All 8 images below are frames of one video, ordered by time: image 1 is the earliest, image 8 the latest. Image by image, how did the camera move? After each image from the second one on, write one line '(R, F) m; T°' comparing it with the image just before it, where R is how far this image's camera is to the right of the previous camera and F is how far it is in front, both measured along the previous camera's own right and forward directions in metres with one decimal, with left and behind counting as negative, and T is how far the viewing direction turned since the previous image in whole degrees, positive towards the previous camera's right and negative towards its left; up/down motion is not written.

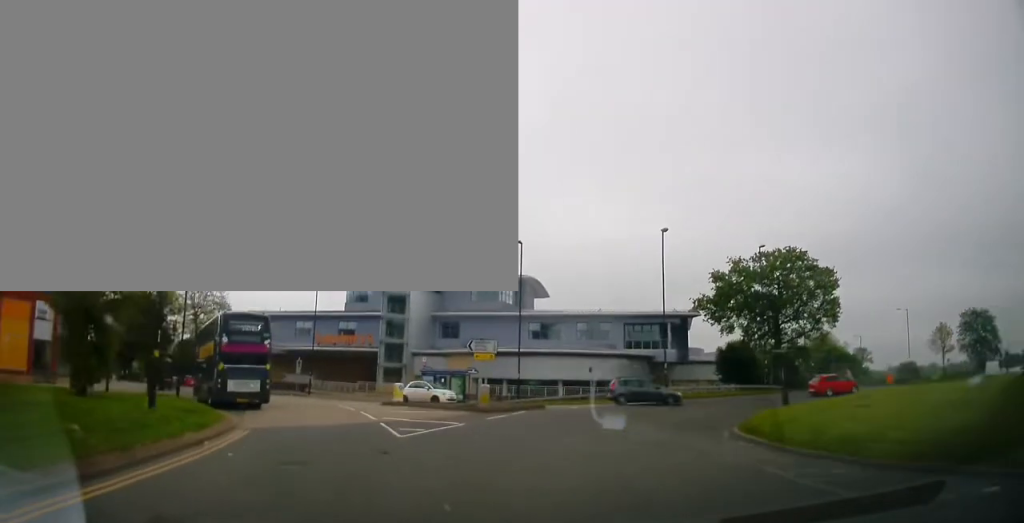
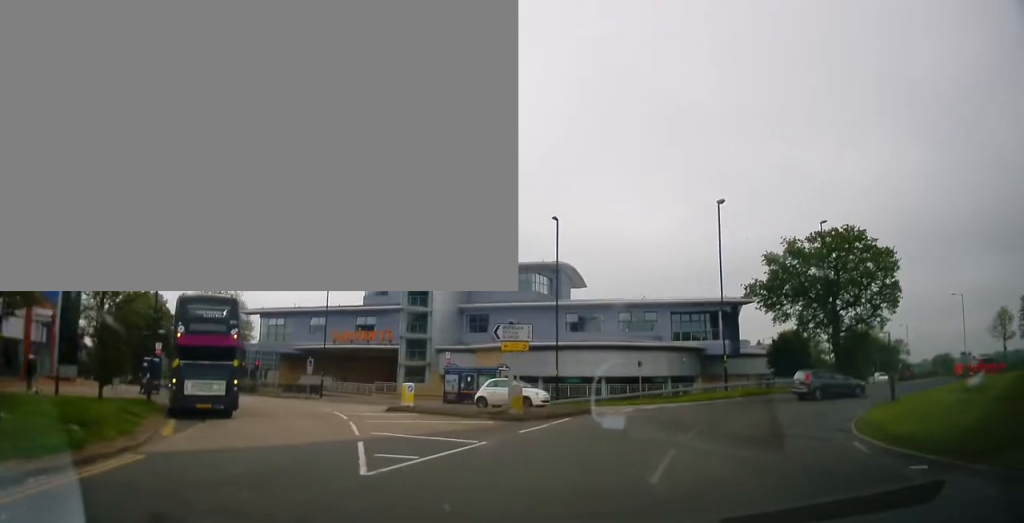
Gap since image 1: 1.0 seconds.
(0.0, +6.3) m; -2°
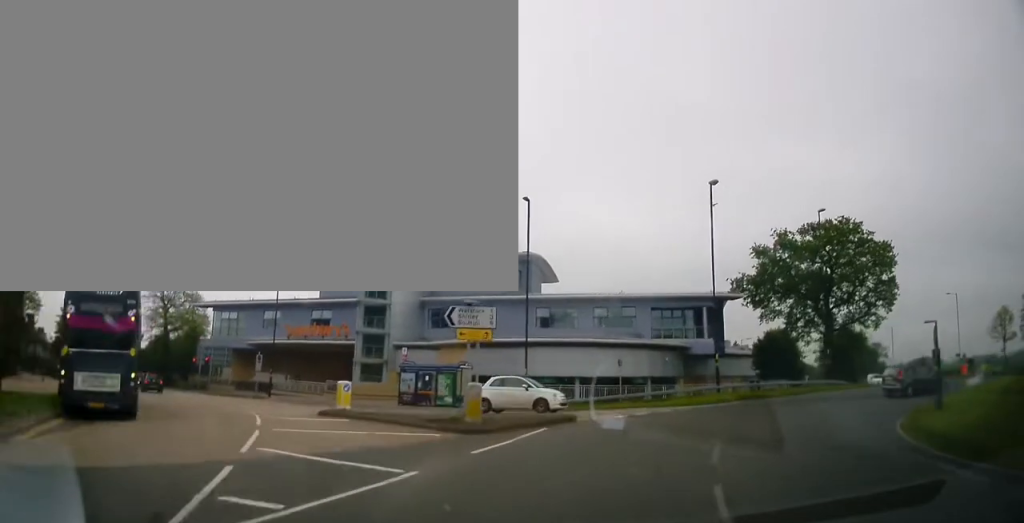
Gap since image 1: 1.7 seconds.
(-0.2, +4.4) m; 0°
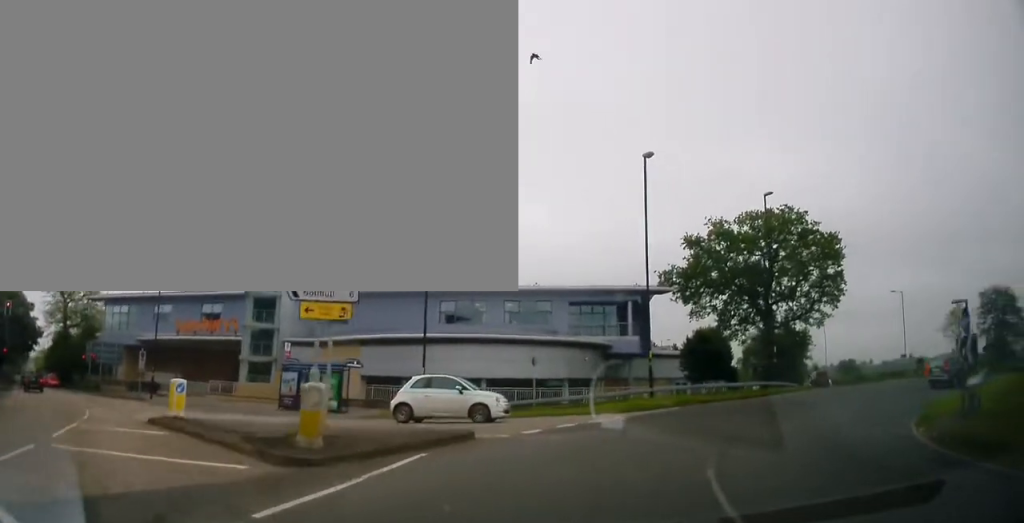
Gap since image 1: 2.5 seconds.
(+0.1, +4.7) m; +5°
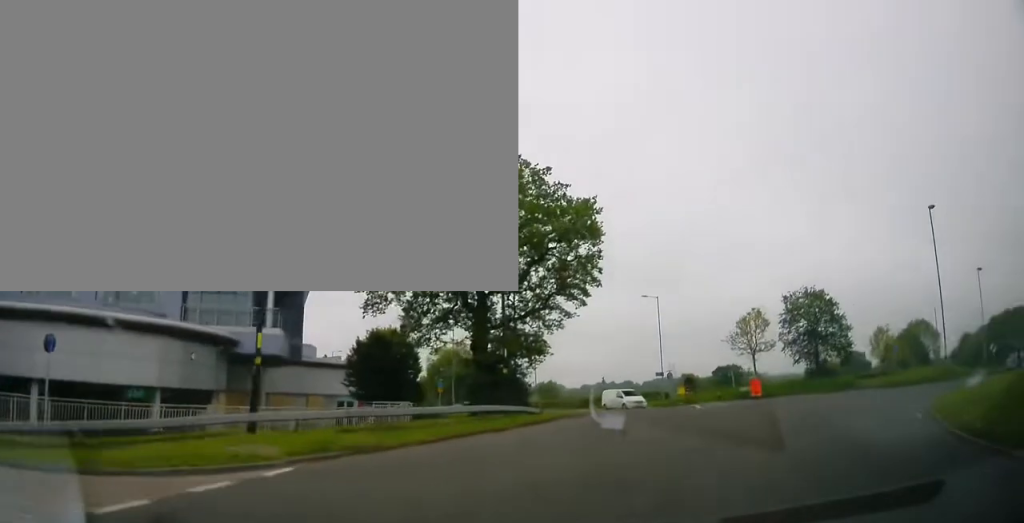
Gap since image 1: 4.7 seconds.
(+3.8, +14.9) m; +30°
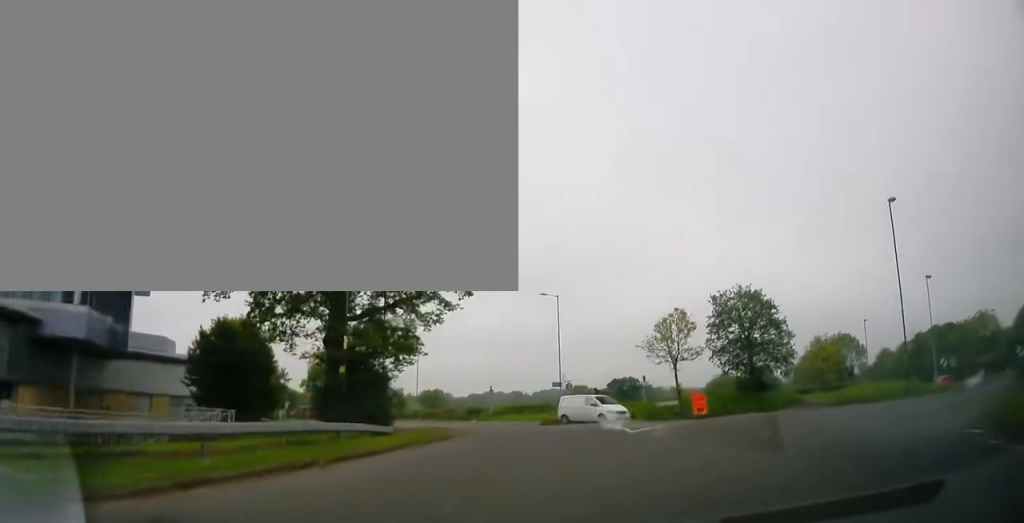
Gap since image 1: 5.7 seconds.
(+0.8, +7.4) m; +8°
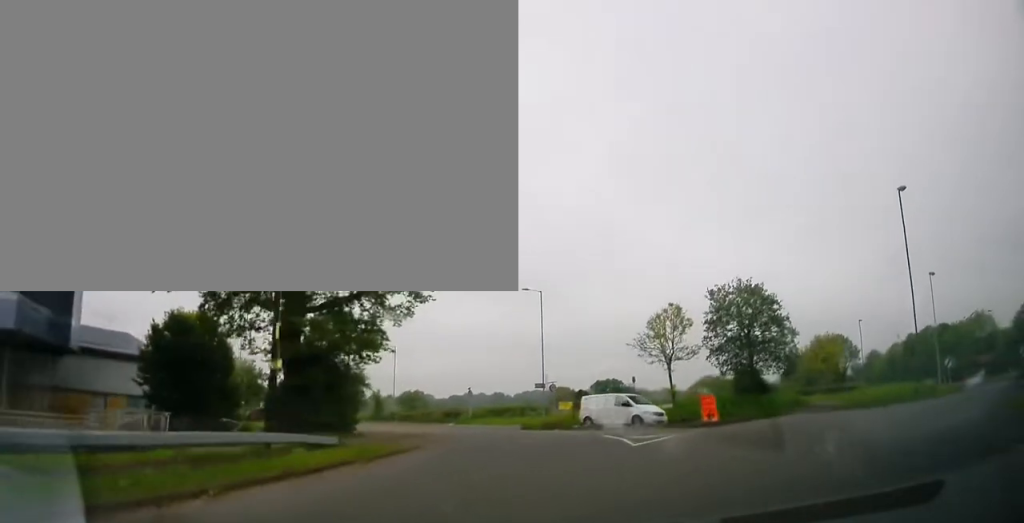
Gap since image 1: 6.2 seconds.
(+0.1, +3.3) m; +2°
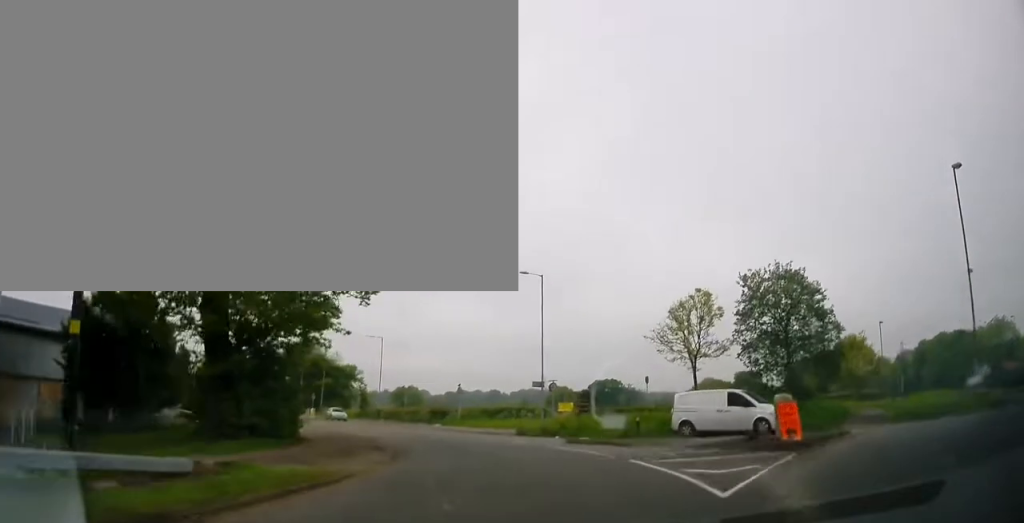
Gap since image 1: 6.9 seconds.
(0.0, +5.8) m; +2°
